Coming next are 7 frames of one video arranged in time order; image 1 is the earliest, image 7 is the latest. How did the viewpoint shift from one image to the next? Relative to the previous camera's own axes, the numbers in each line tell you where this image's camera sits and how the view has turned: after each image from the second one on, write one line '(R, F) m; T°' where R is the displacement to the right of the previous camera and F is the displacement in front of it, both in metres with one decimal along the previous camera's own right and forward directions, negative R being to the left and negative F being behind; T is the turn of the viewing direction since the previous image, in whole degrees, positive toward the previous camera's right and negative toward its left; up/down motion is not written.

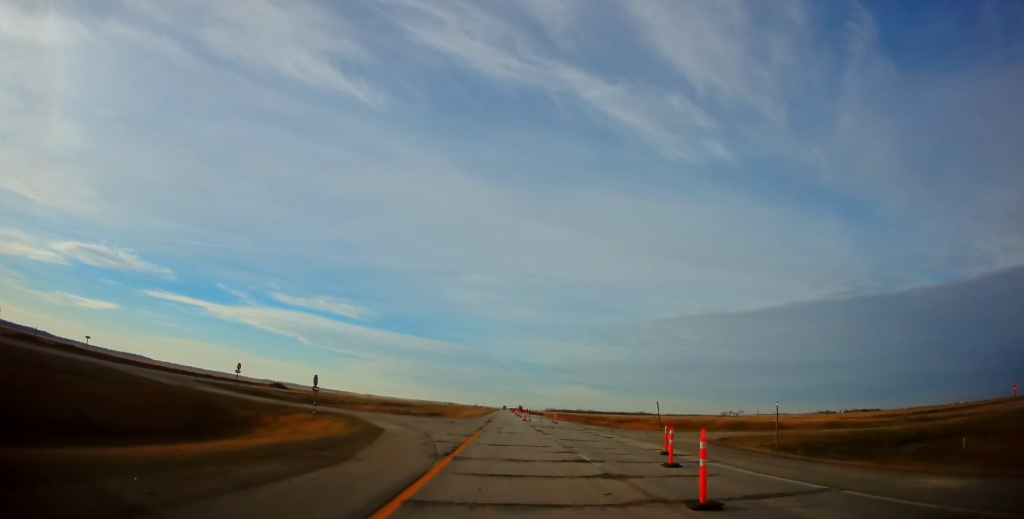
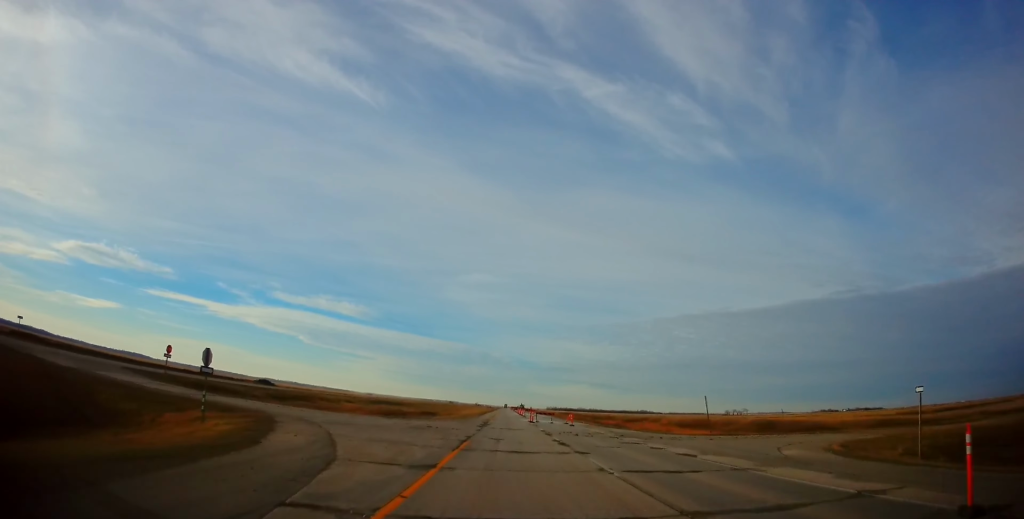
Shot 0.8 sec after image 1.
(+0.2, +14.7) m; 0°
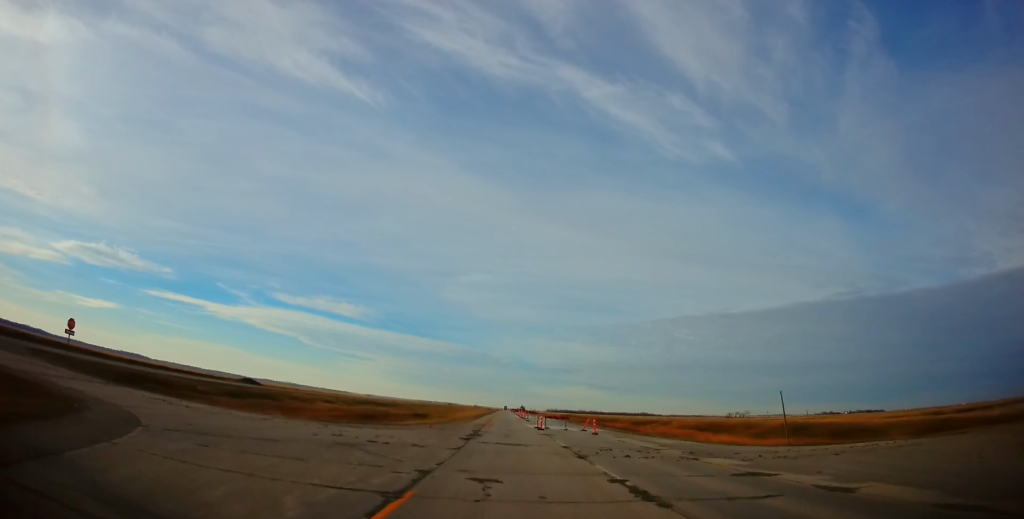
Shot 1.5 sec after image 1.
(-0.5, +13.2) m; 0°
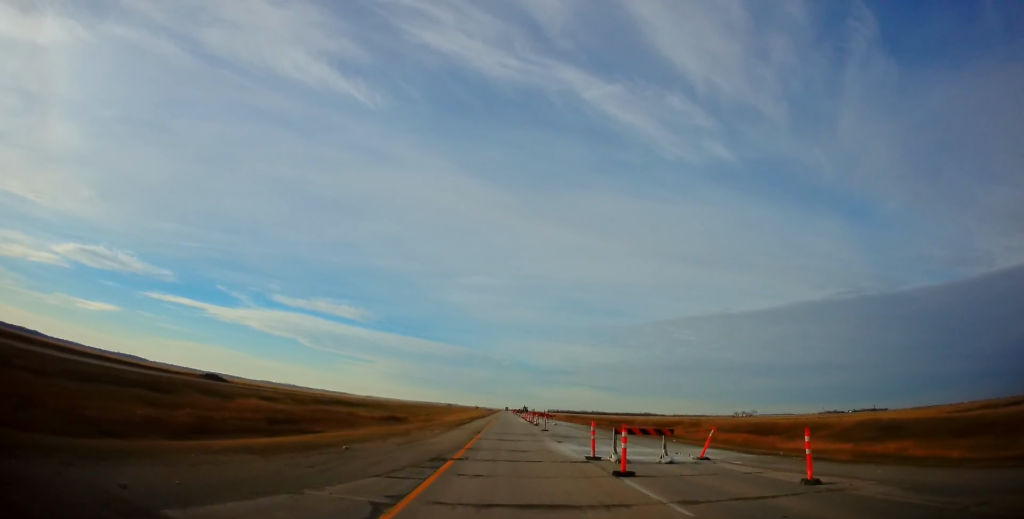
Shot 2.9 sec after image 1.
(+0.4, +28.0) m; 0°
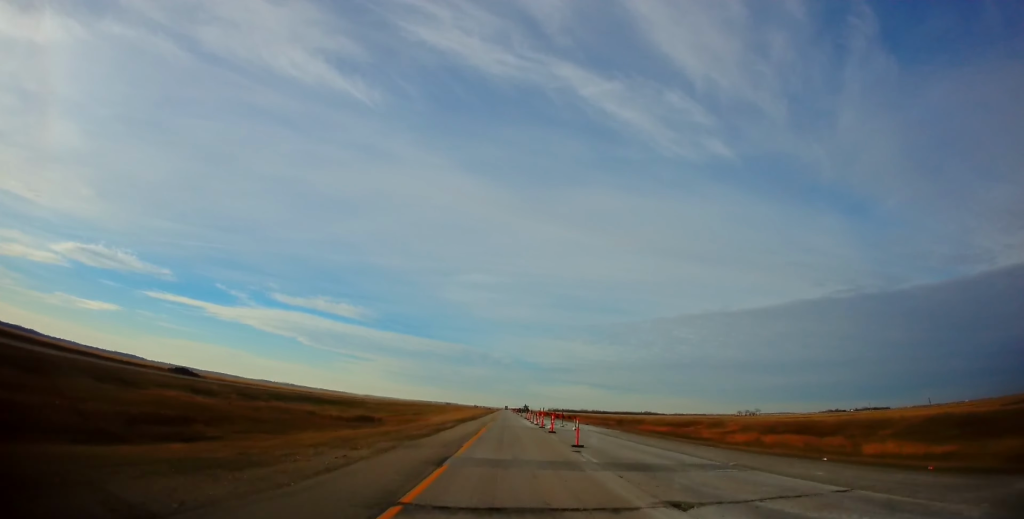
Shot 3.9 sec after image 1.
(-0.4, +17.8) m; -1°
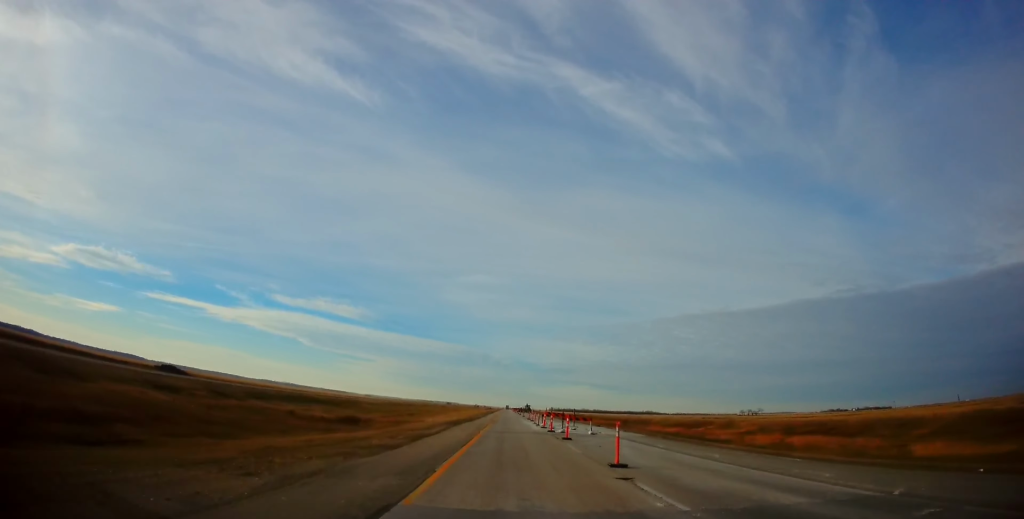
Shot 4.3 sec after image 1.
(-0.1, +7.6) m; +1°
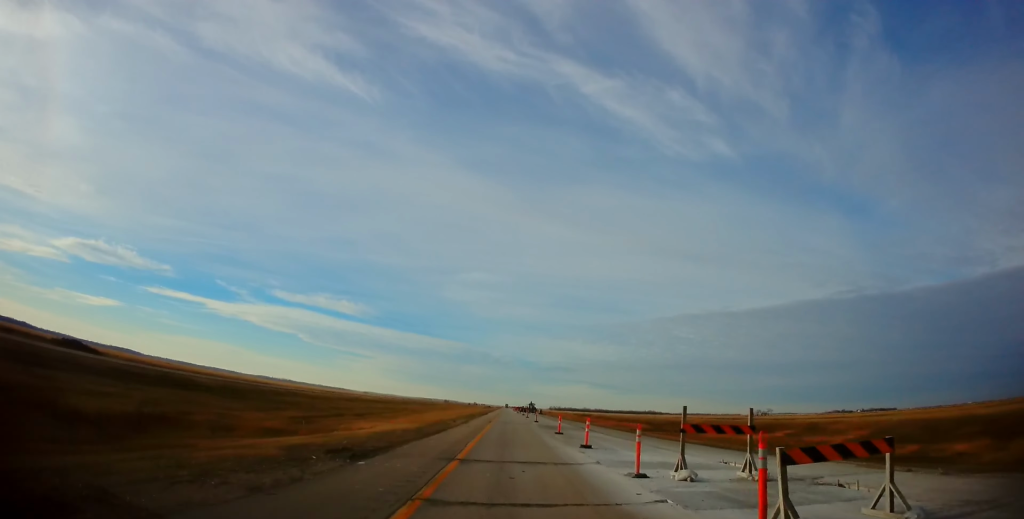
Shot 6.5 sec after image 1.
(+0.5, +41.9) m; -1°
